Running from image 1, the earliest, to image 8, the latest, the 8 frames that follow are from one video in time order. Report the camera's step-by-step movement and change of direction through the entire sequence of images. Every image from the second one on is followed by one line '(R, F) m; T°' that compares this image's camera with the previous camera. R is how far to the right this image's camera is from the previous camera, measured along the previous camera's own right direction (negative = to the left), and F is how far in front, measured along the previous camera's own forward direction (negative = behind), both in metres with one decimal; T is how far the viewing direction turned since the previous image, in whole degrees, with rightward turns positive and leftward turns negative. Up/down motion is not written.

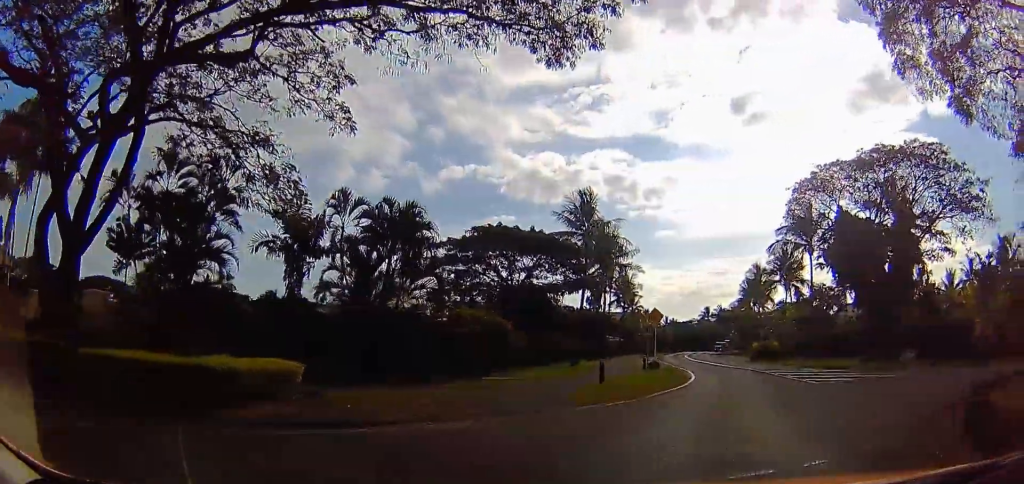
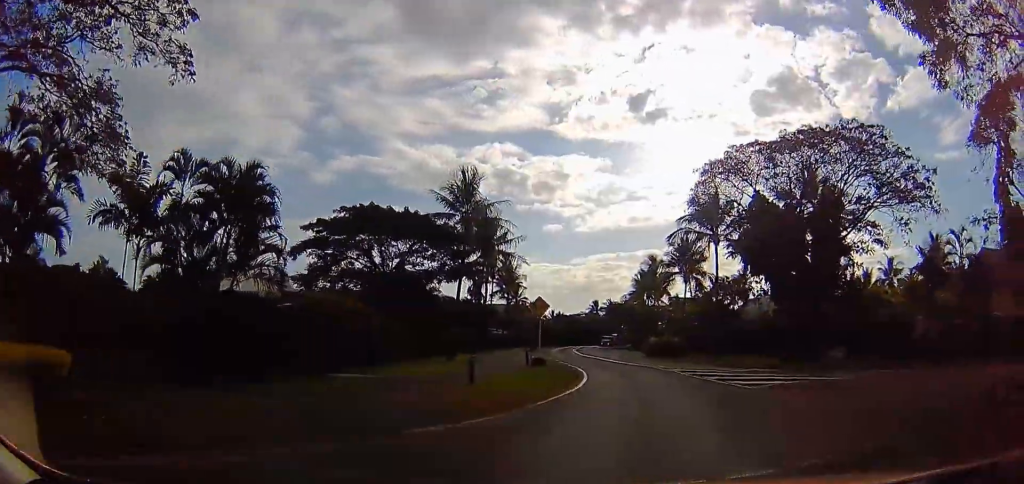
(0.0, +4.0) m; 0°
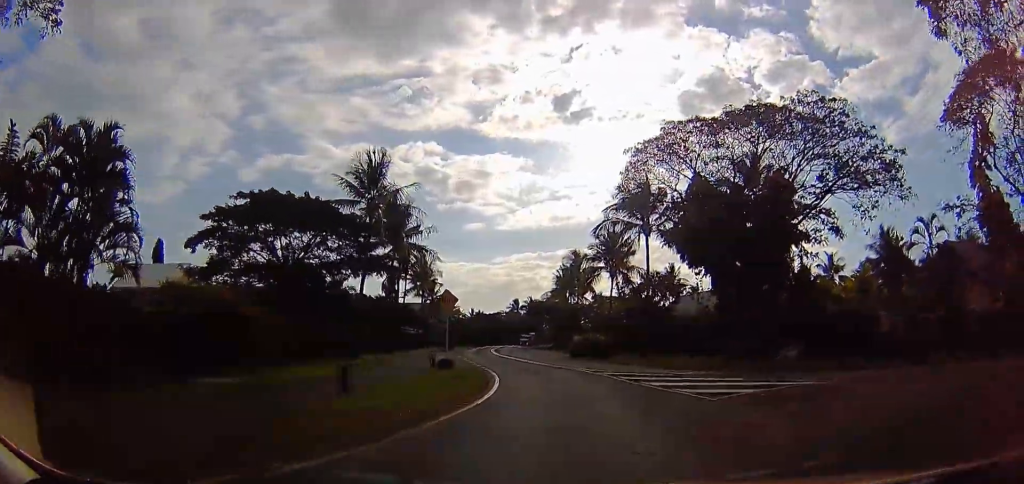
(0.0, +3.9) m; +3°
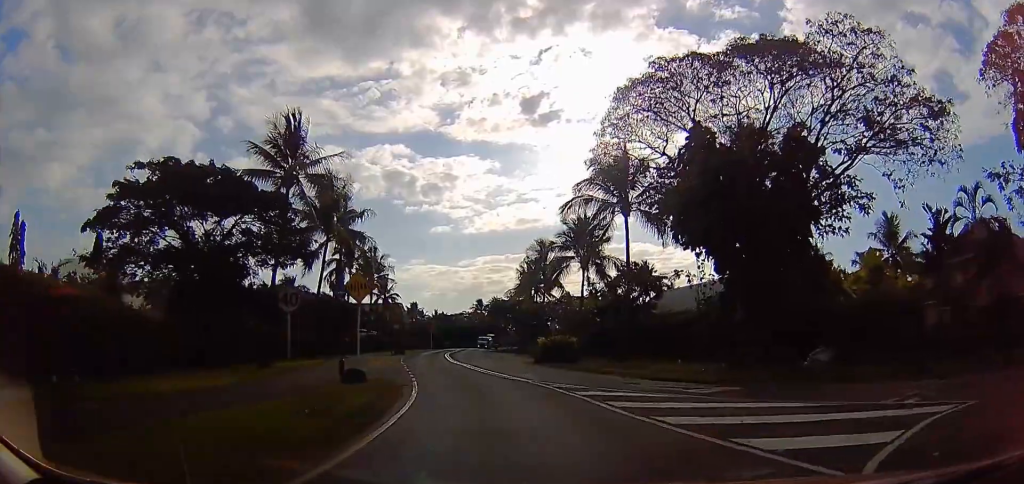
(+0.3, +7.5) m; +8°
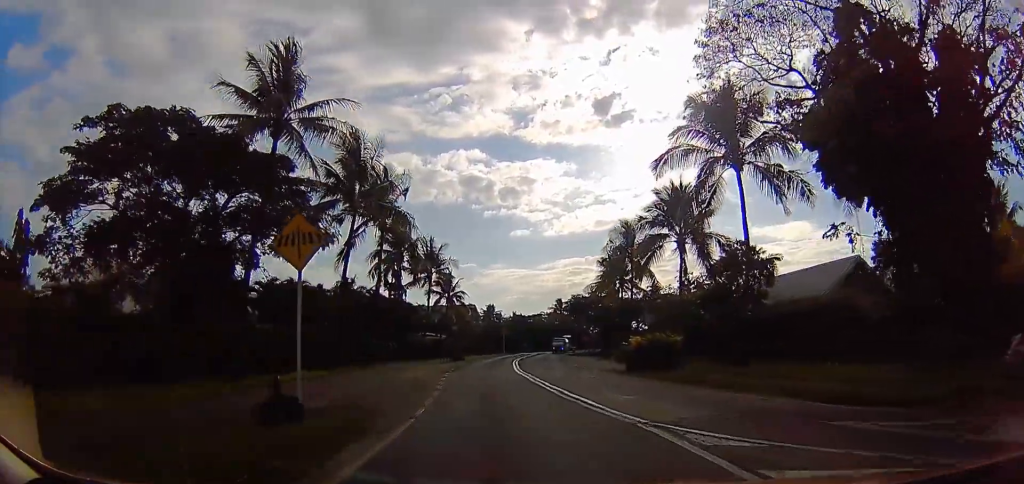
(+0.8, +9.1) m; +2°
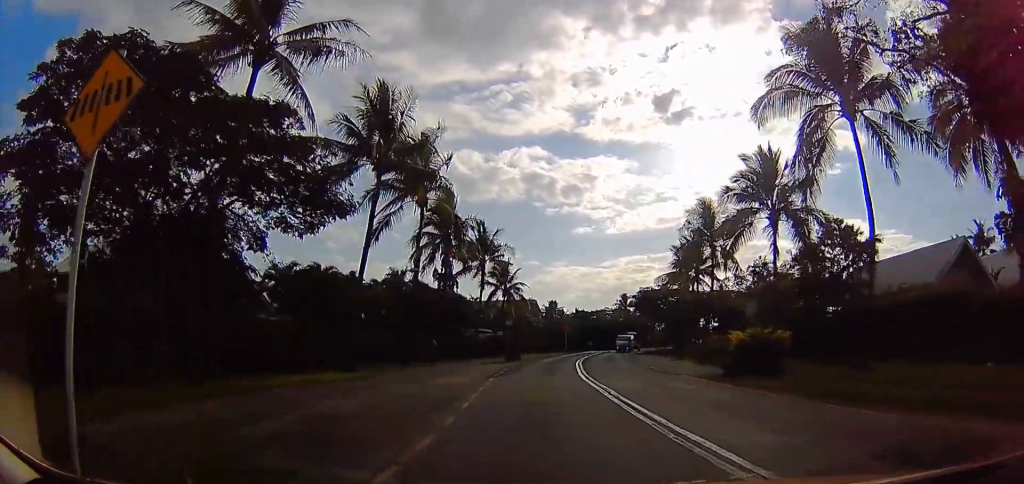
(-0.3, +6.0) m; -2°
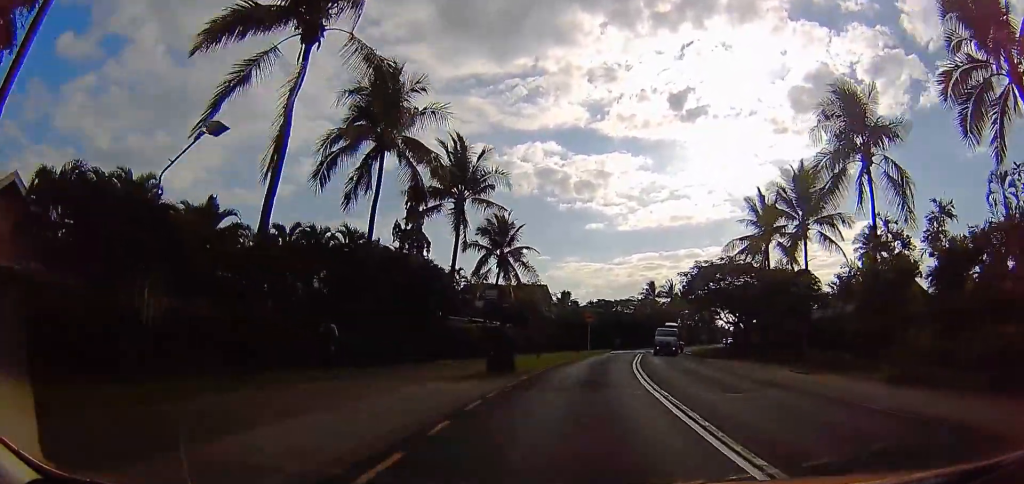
(-0.1, +16.1) m; 0°
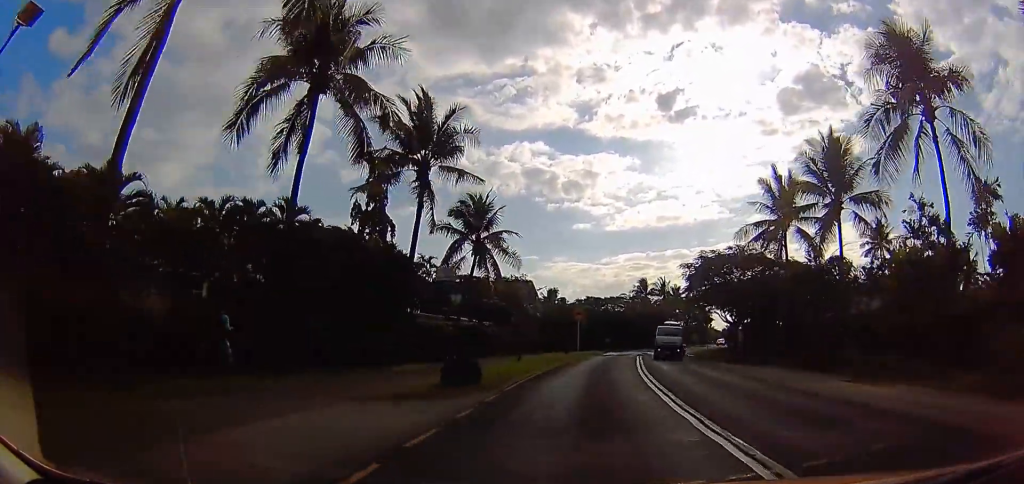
(0.0, +4.1) m; 0°
